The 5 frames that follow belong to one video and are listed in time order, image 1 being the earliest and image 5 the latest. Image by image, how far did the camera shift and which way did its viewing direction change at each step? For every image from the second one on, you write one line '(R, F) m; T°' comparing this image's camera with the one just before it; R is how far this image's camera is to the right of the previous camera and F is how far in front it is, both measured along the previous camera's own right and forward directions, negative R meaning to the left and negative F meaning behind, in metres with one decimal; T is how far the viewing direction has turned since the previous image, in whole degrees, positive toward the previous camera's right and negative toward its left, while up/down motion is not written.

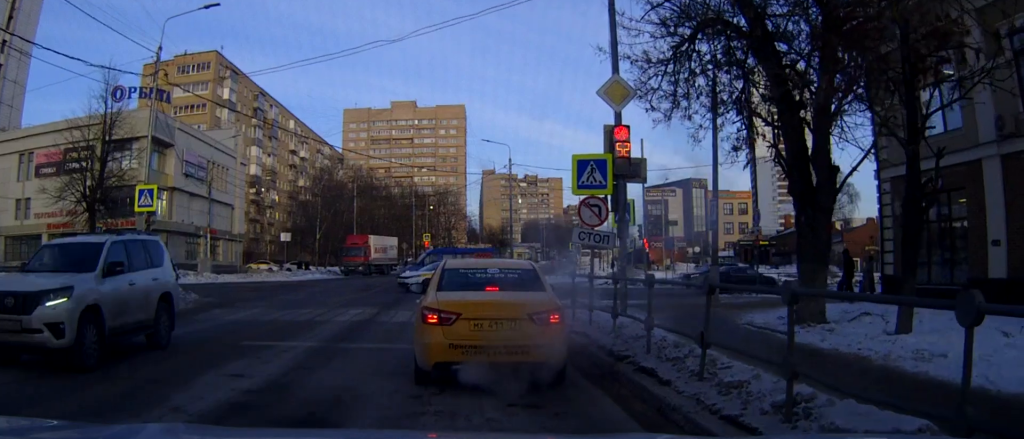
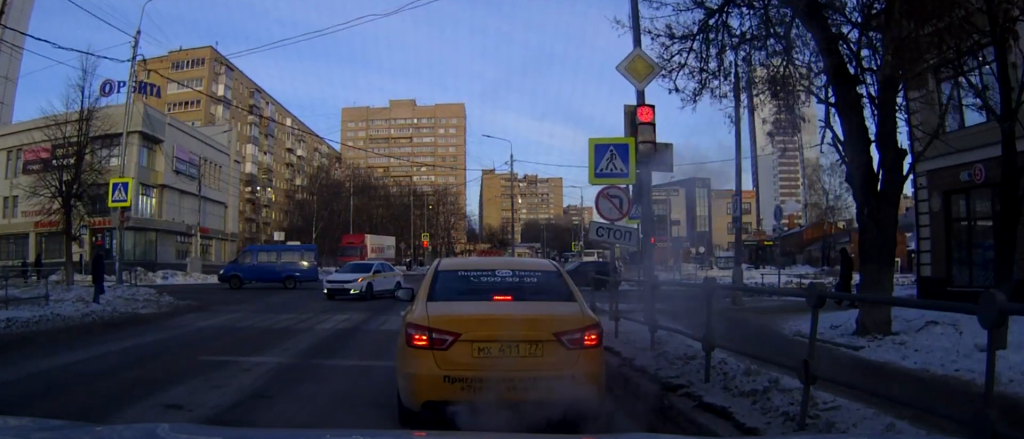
(0.0, +2.0) m; -1°
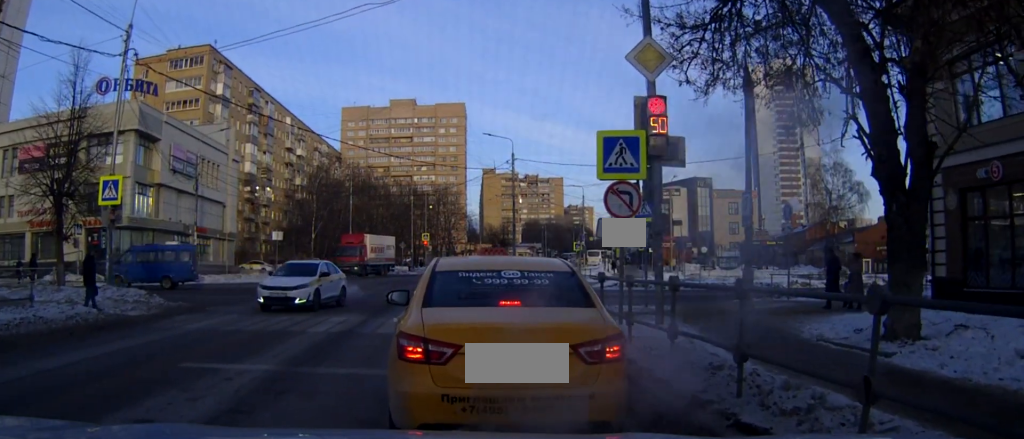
(+0.1, +0.6) m; 0°
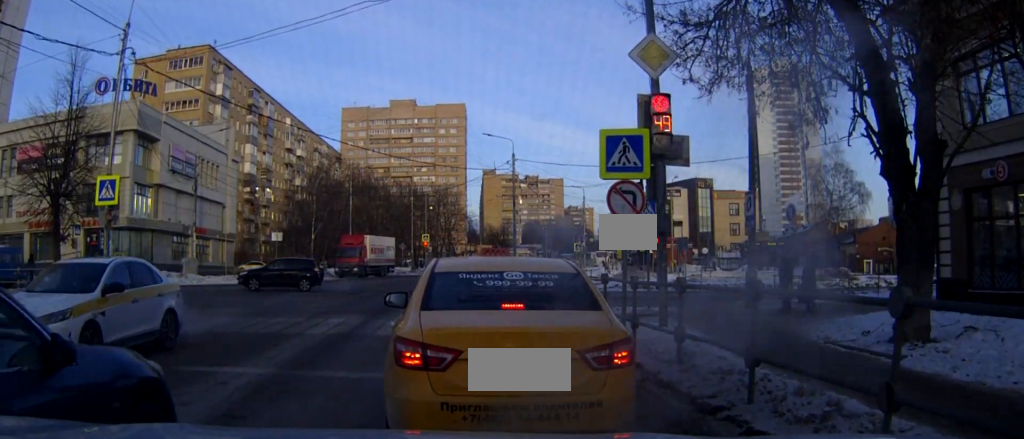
(+0.1, +0.3) m; 0°
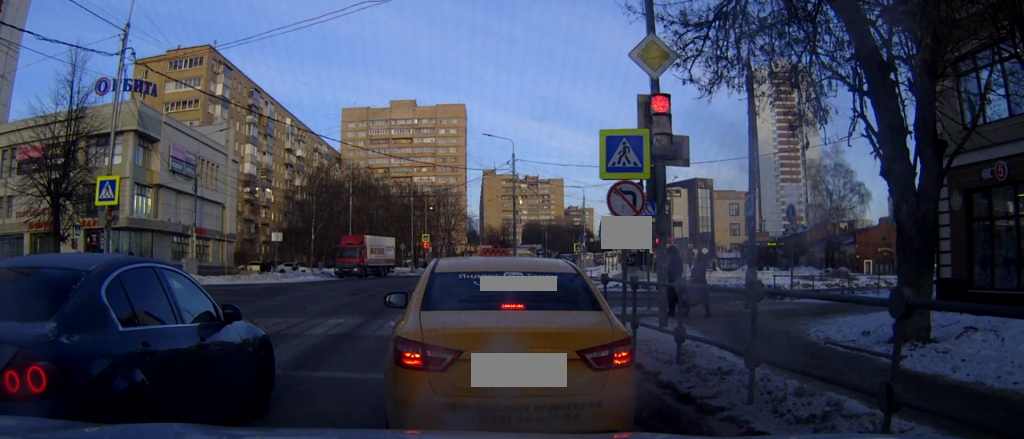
(0.0, 0.0) m; 0°
